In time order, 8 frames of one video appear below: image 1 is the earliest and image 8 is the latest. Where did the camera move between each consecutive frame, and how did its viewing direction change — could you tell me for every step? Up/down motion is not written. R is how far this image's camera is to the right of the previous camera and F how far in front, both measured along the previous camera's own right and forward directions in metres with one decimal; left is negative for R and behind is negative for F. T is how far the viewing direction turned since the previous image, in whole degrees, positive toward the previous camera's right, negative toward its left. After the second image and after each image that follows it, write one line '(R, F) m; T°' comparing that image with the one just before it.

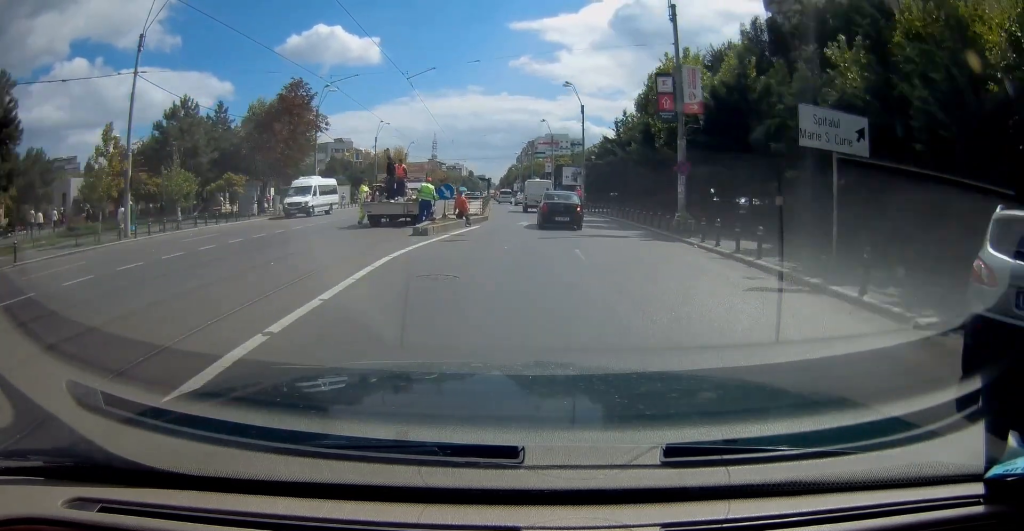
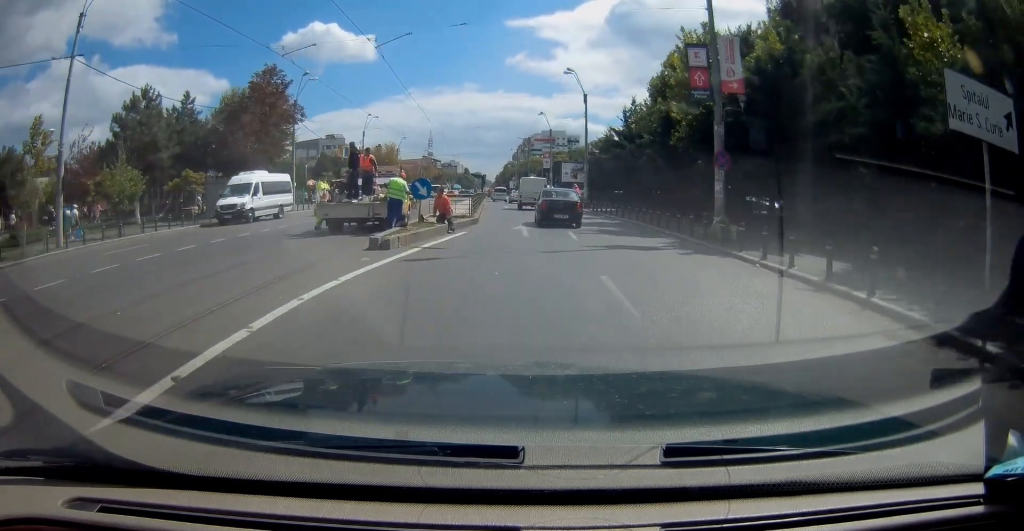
(0.0, +4.6) m; +1°
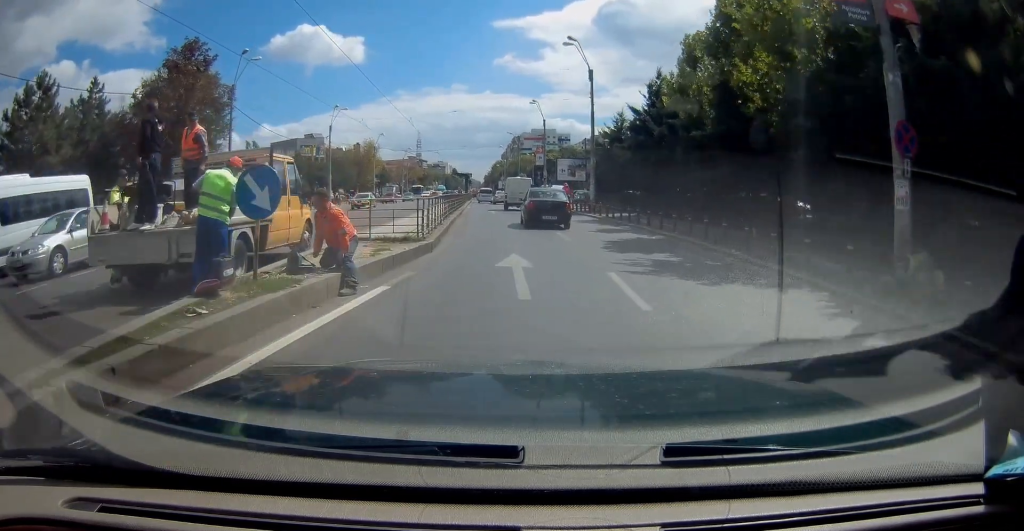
(+0.3, +9.7) m; +3°
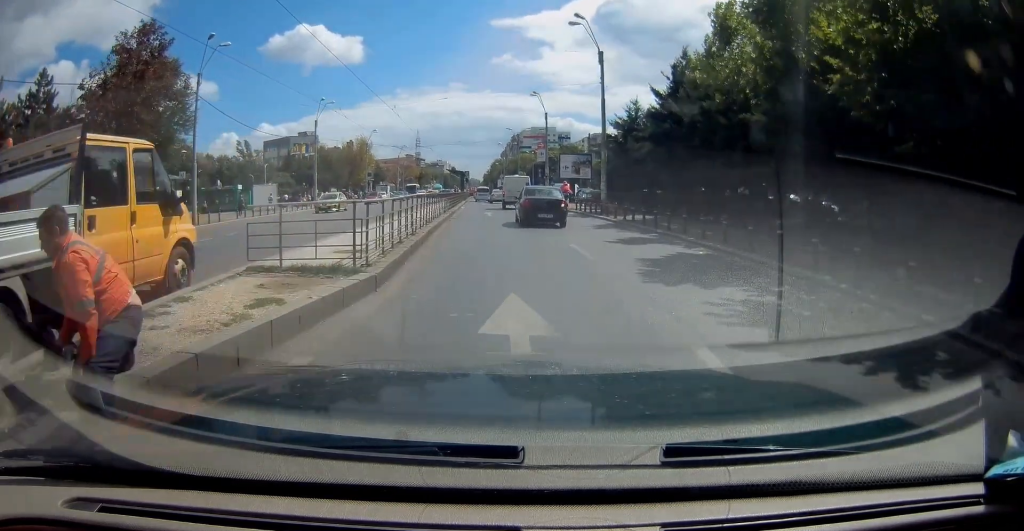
(+0.1, +4.8) m; 0°
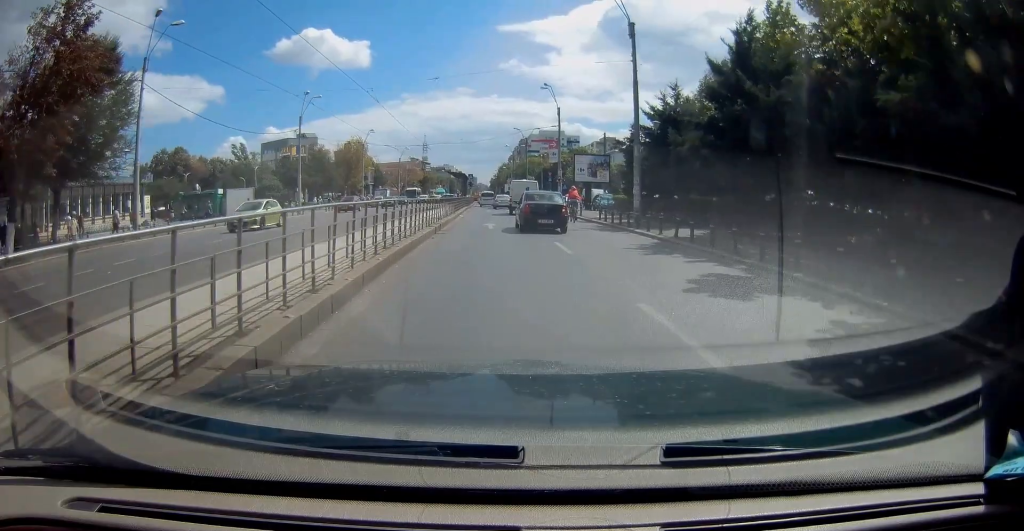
(+0.2, +6.8) m; -1°
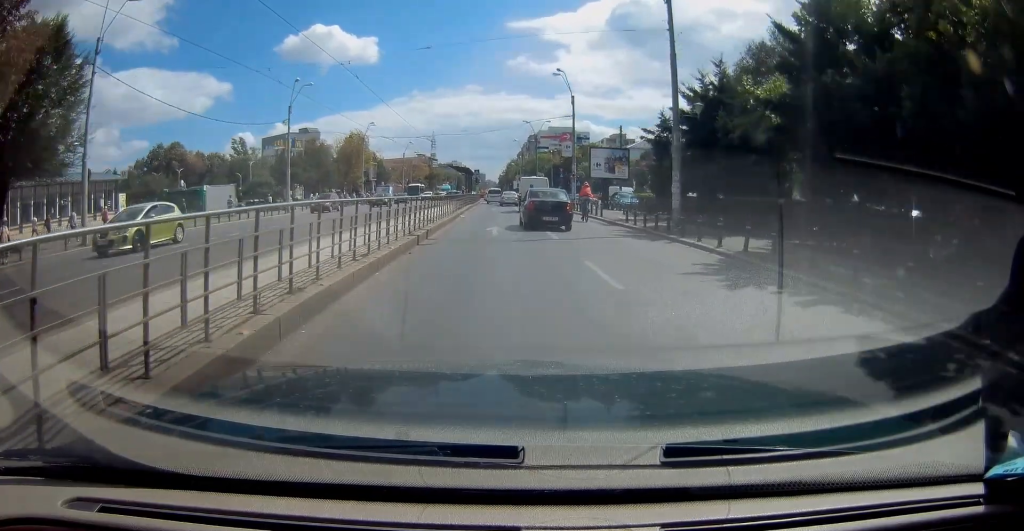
(-0.2, +5.0) m; -1°
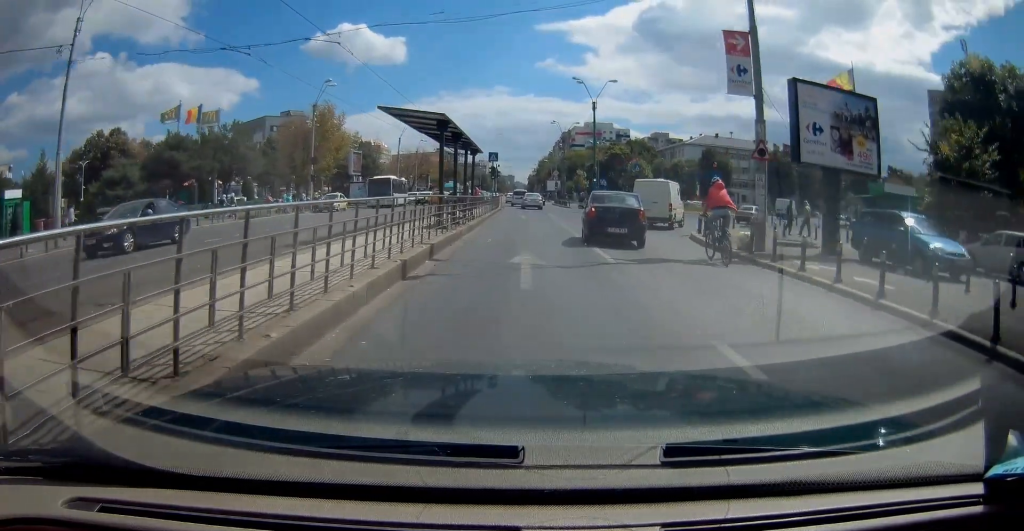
(-1.1, +31.6) m; -3°
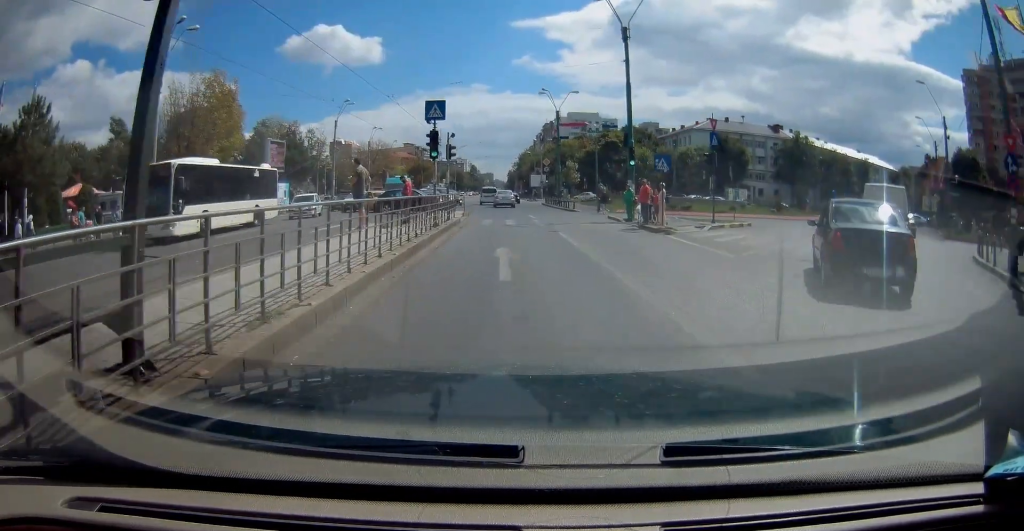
(-0.3, +21.9) m; -1°
